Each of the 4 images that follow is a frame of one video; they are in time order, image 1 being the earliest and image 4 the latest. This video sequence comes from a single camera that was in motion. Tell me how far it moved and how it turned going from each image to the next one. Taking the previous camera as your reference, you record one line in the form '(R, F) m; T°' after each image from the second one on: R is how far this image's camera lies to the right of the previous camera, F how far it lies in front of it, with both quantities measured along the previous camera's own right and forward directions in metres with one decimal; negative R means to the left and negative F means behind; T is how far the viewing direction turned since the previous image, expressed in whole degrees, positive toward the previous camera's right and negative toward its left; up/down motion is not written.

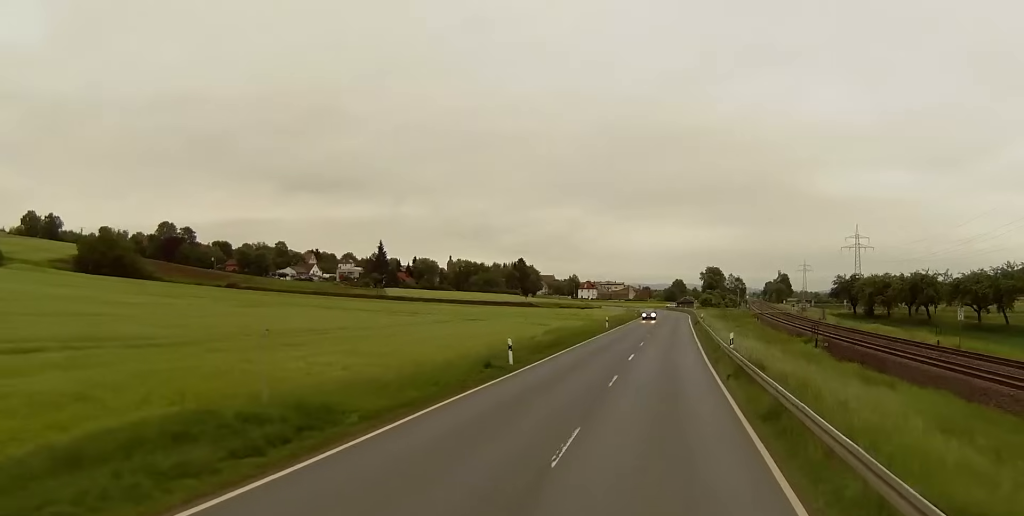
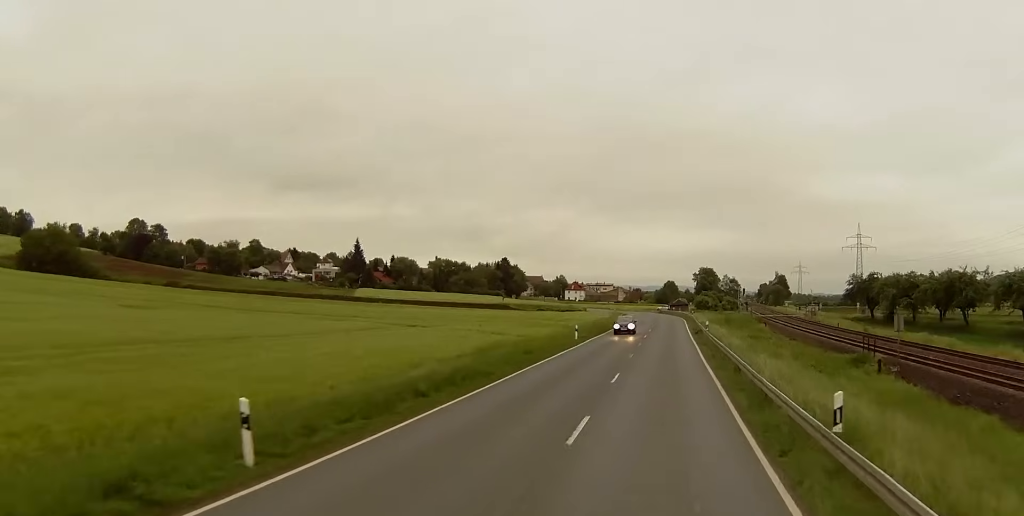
(+0.3, +21.6) m; +1°
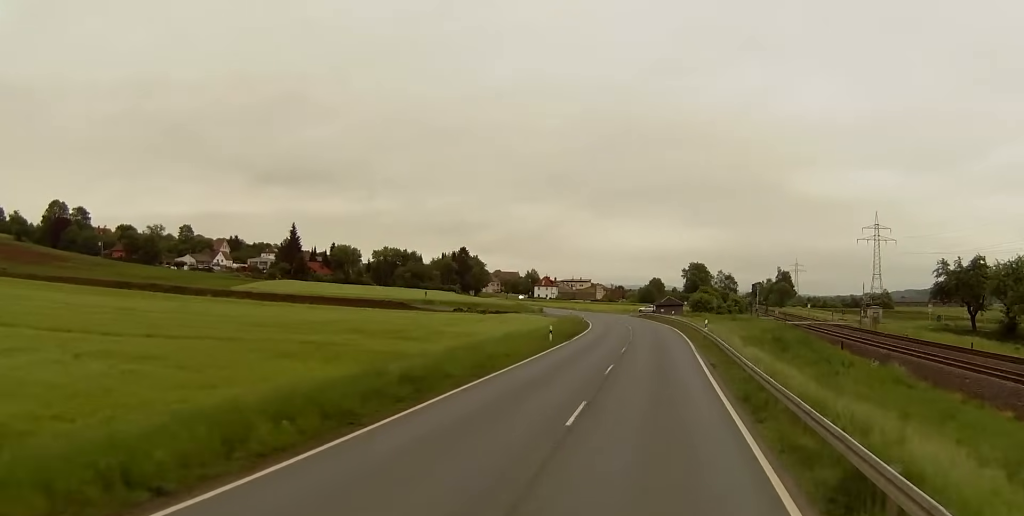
(+0.5, +58.0) m; +2°
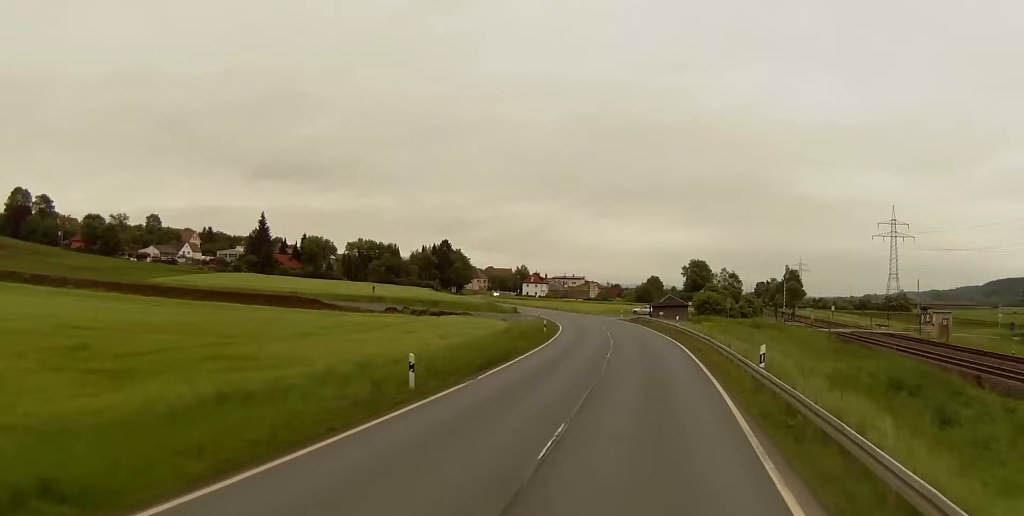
(+0.3, +27.8) m; 0°
